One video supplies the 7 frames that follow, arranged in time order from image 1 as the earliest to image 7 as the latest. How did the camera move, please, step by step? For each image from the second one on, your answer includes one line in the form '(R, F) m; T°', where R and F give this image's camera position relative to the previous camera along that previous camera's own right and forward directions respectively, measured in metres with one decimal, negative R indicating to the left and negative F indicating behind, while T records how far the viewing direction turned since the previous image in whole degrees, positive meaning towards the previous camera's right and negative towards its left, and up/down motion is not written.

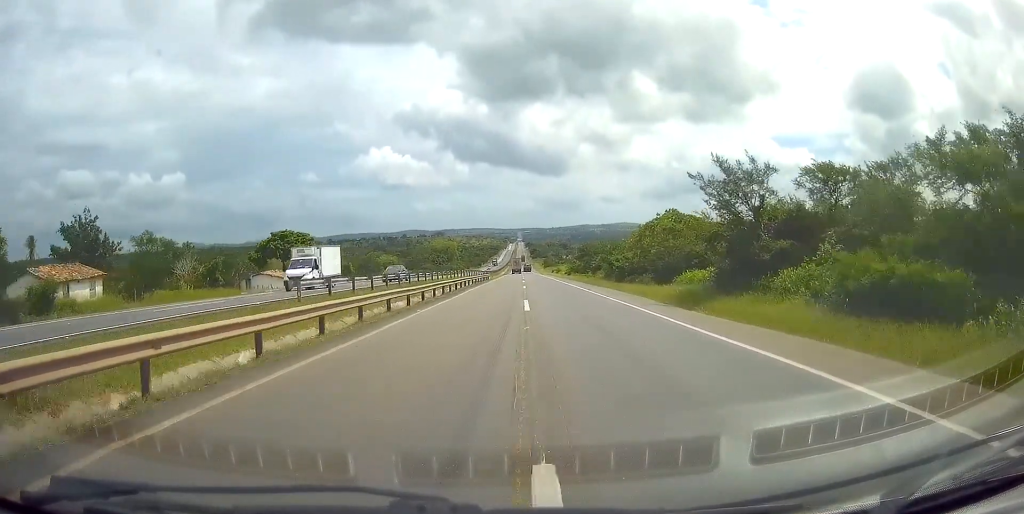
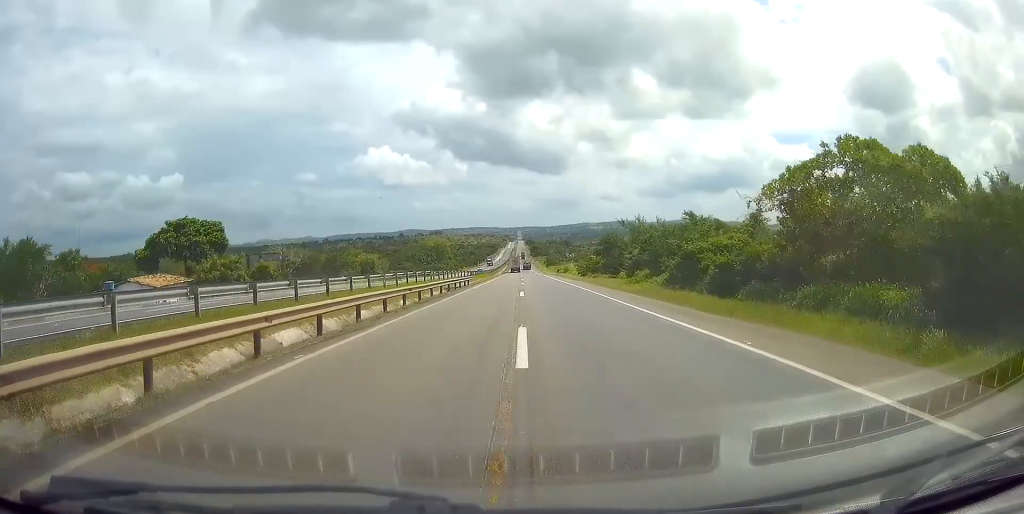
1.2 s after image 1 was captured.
(+0.4, +31.6) m; +1°
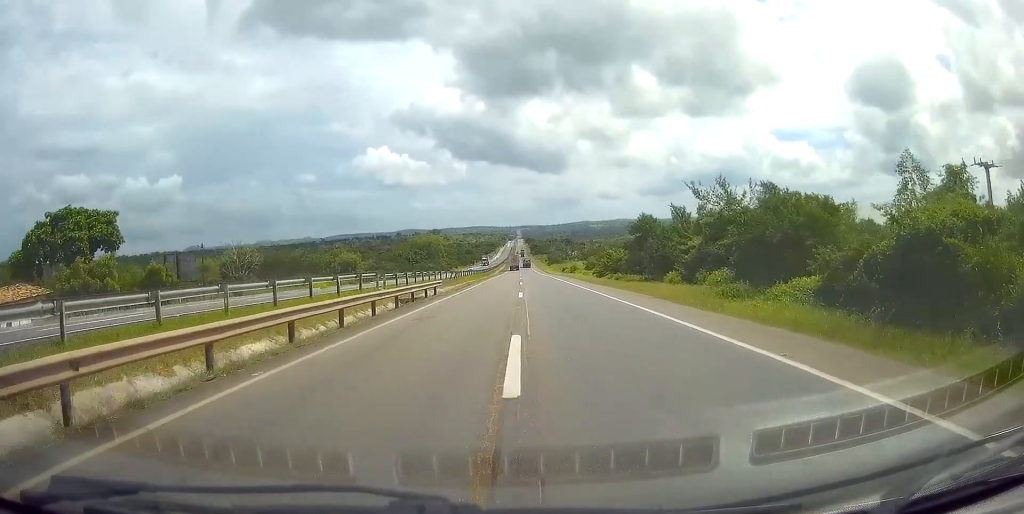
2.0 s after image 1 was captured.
(0.0, +21.8) m; -1°
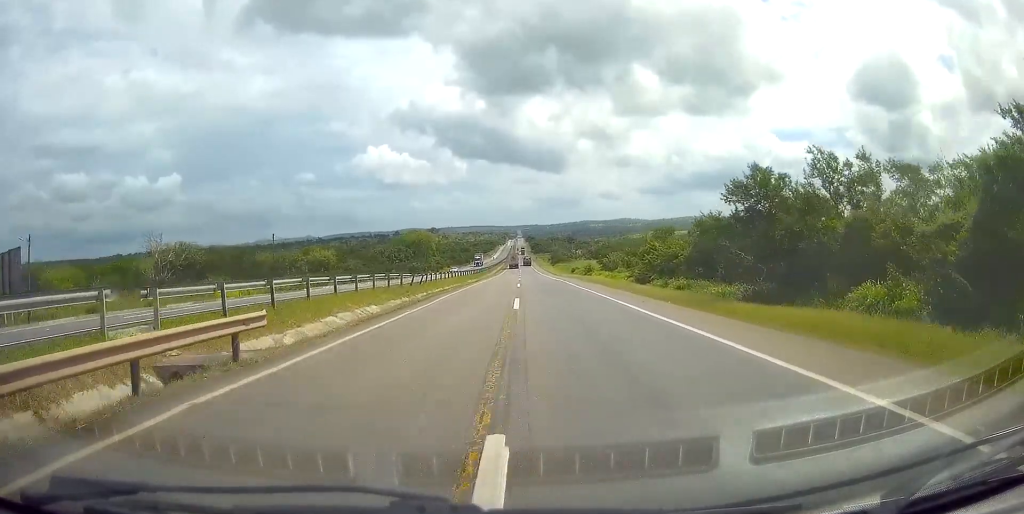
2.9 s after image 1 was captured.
(-0.3, +26.4) m; 0°
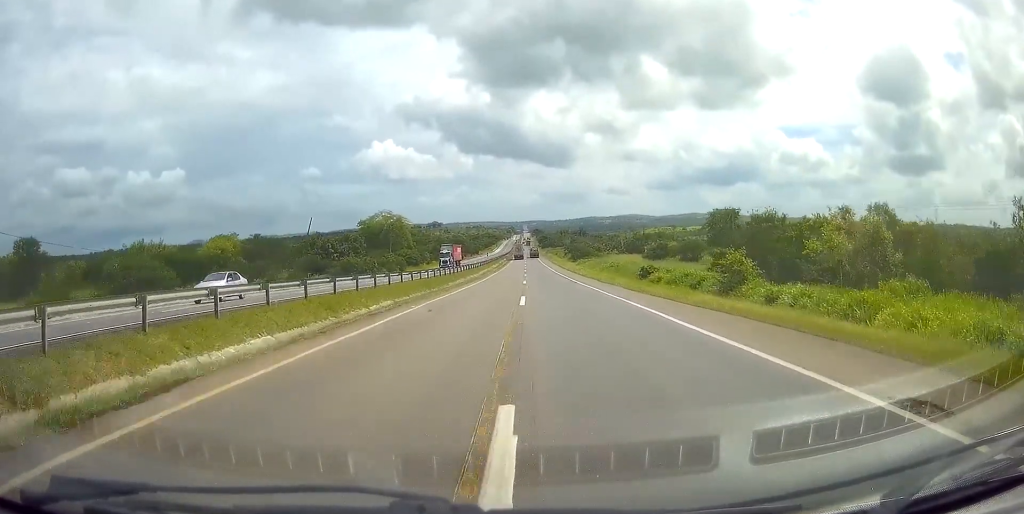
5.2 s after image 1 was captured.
(+0.4, +61.2) m; 0°
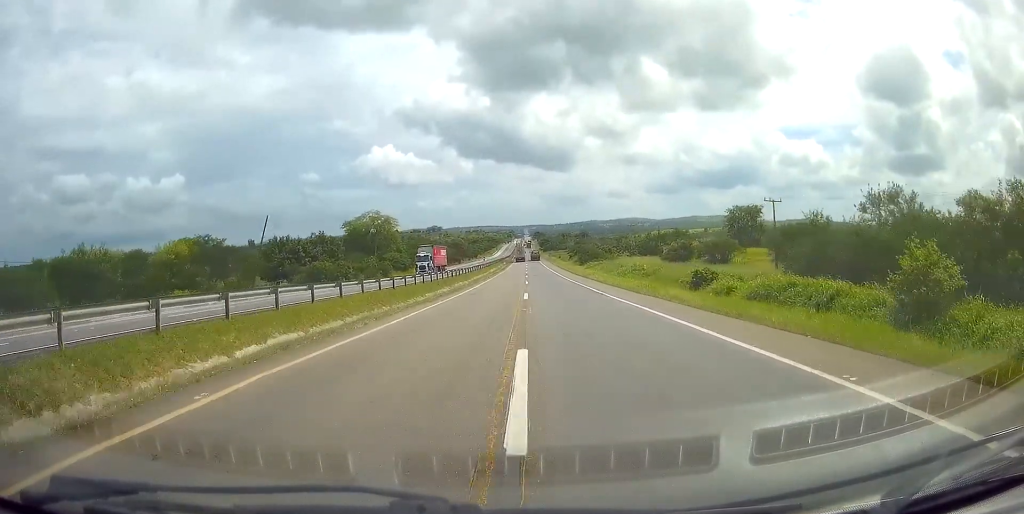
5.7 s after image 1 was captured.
(-0.1, +15.4) m; 0°
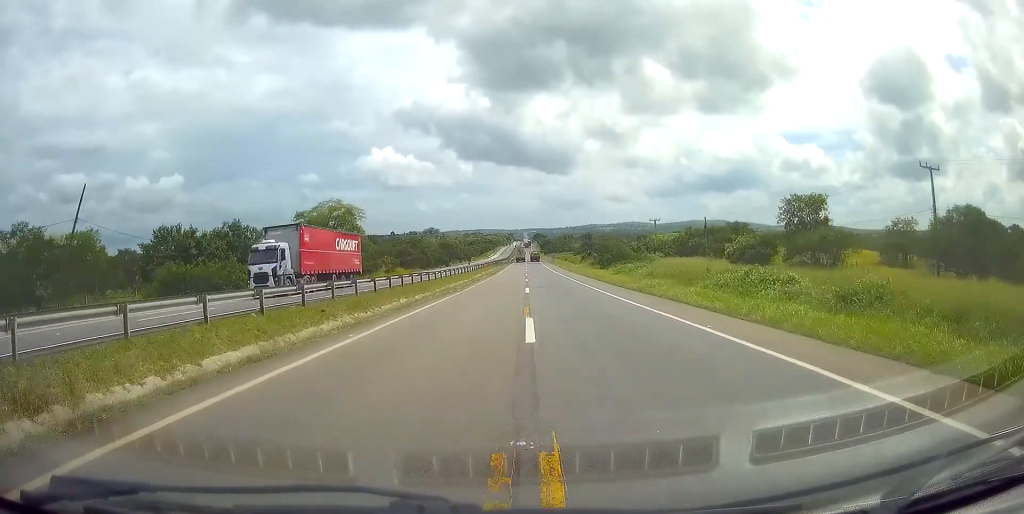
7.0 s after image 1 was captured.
(-0.2, +33.6) m; 0°
